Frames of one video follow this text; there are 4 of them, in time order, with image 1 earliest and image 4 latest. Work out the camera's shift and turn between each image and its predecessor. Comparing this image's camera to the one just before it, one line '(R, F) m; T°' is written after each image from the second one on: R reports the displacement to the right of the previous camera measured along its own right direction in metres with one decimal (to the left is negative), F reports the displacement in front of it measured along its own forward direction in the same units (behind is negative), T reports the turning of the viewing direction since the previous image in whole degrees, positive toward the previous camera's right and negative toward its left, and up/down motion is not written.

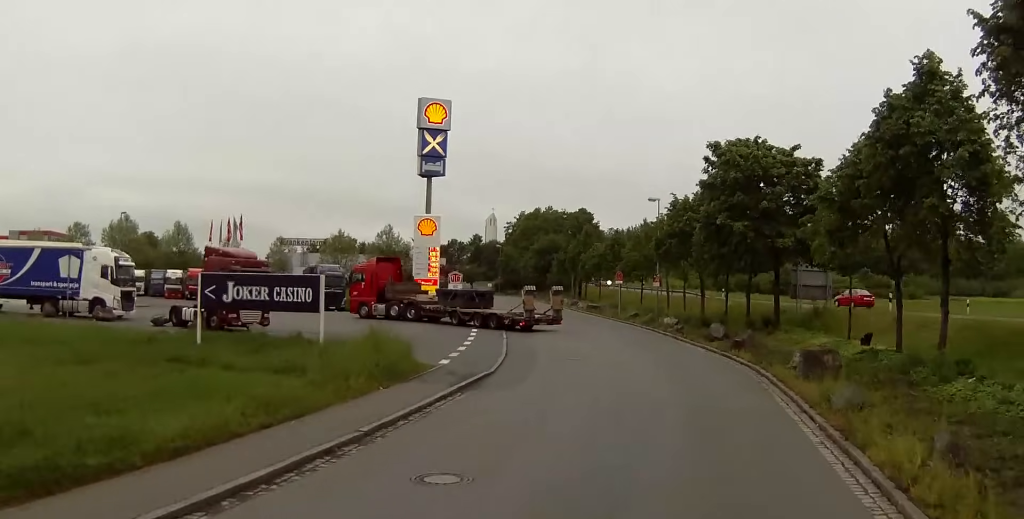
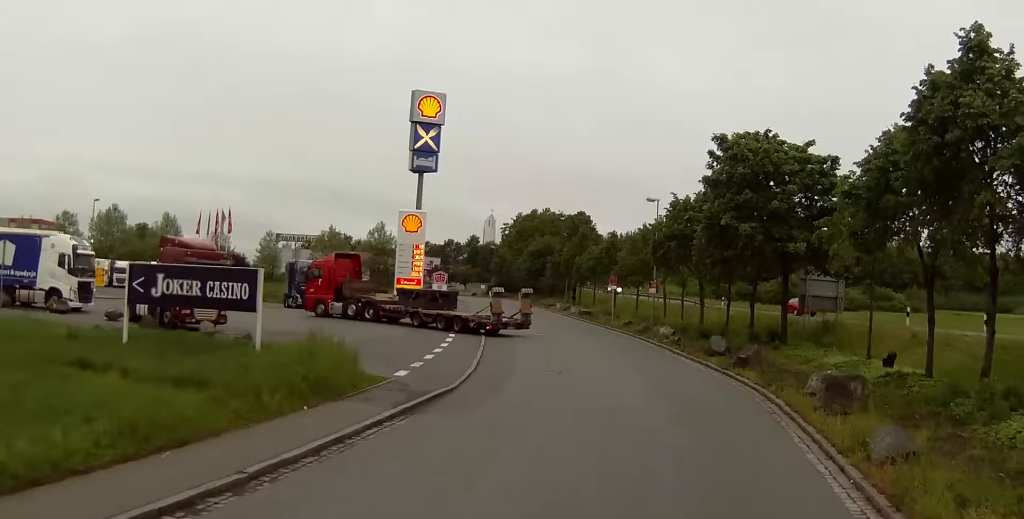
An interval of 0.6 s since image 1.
(0.0, +3.8) m; -2°
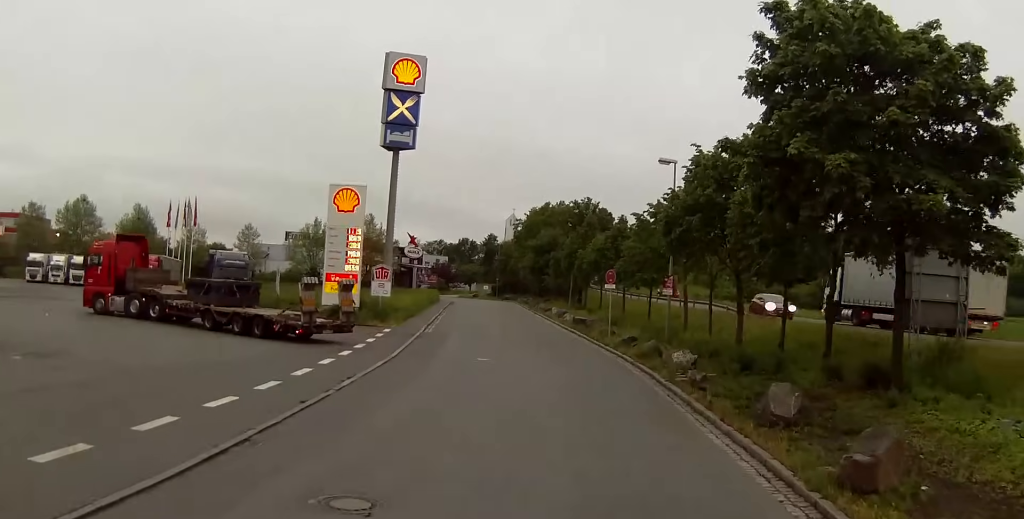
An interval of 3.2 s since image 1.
(-0.1, +16.8) m; -4°
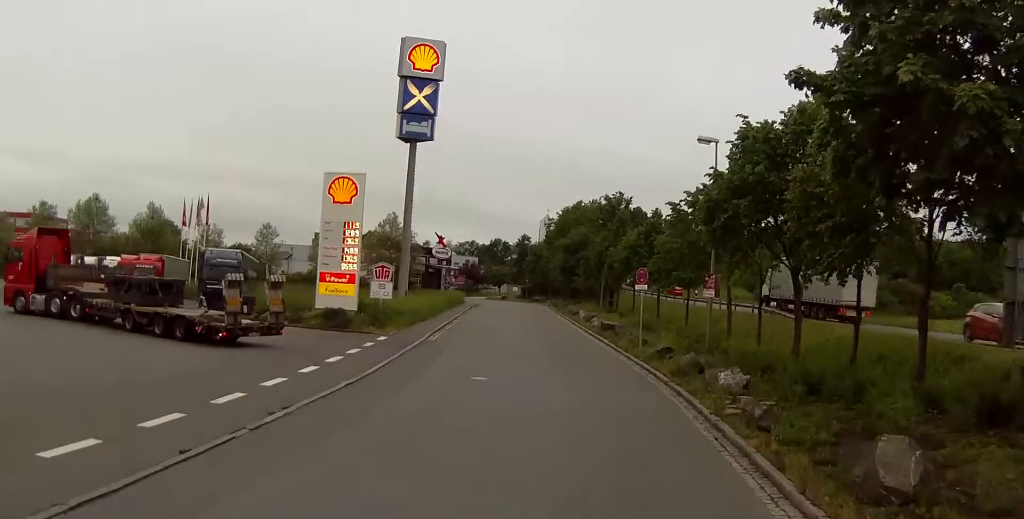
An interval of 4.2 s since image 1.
(-0.6, +5.6) m; -7°
